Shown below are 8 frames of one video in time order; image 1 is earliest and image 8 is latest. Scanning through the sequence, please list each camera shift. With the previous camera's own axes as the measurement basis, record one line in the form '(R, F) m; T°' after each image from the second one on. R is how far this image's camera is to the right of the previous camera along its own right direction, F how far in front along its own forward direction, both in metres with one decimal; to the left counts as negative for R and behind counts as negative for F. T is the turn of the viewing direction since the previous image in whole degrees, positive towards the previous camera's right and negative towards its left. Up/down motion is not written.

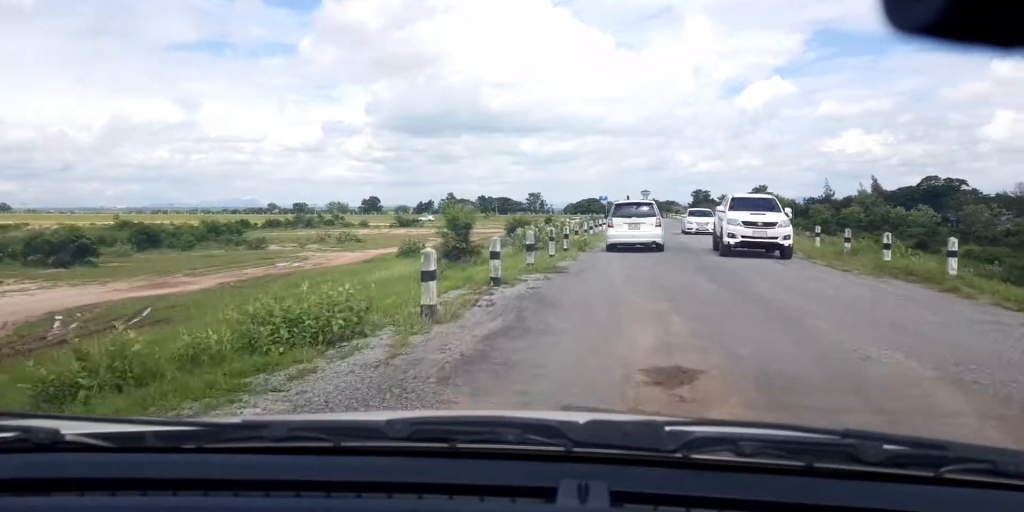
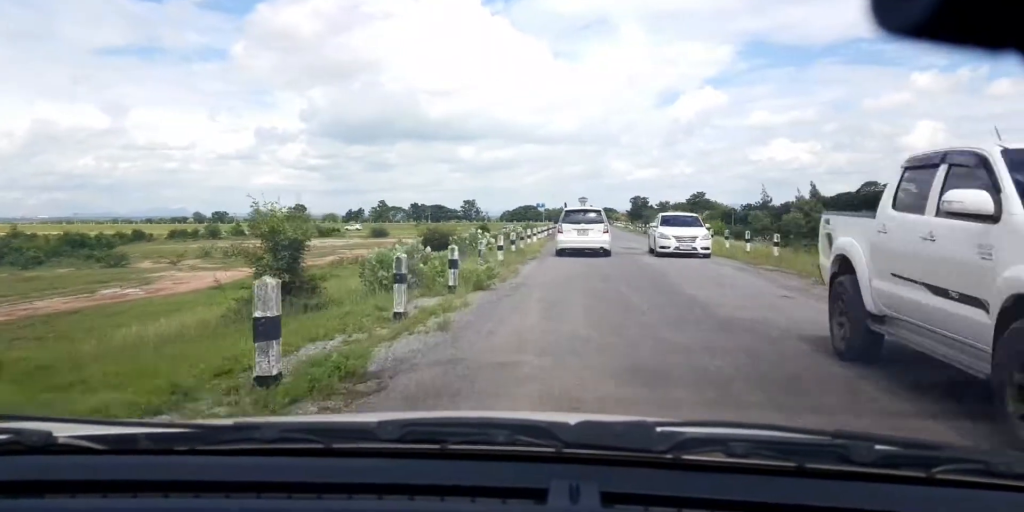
(+0.7, +11.7) m; +3°
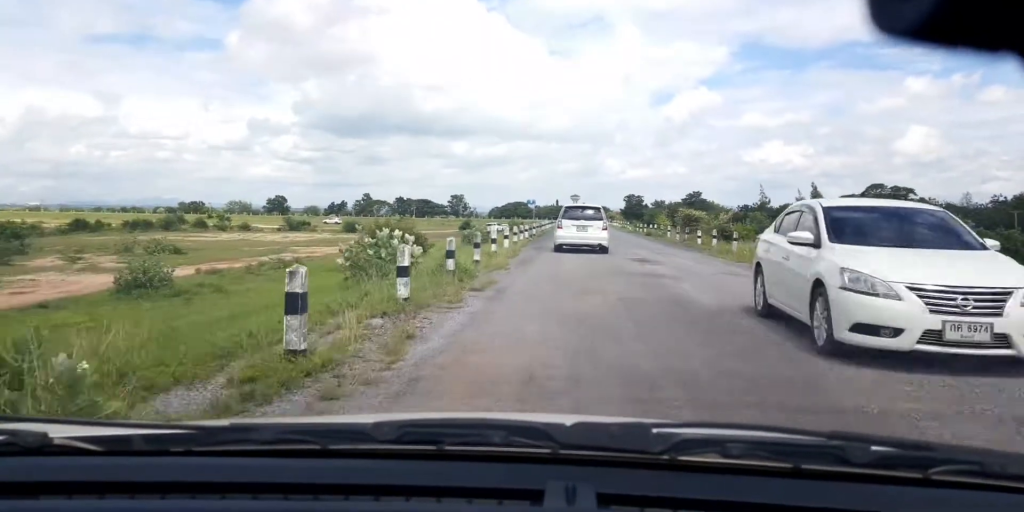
(-0.3, +11.3) m; +1°
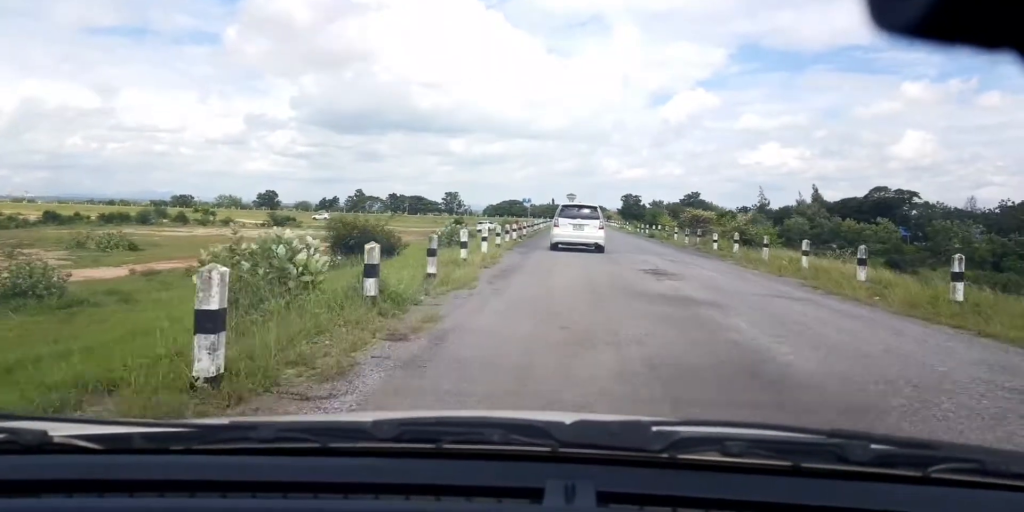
(+0.2, +5.0) m; +3°
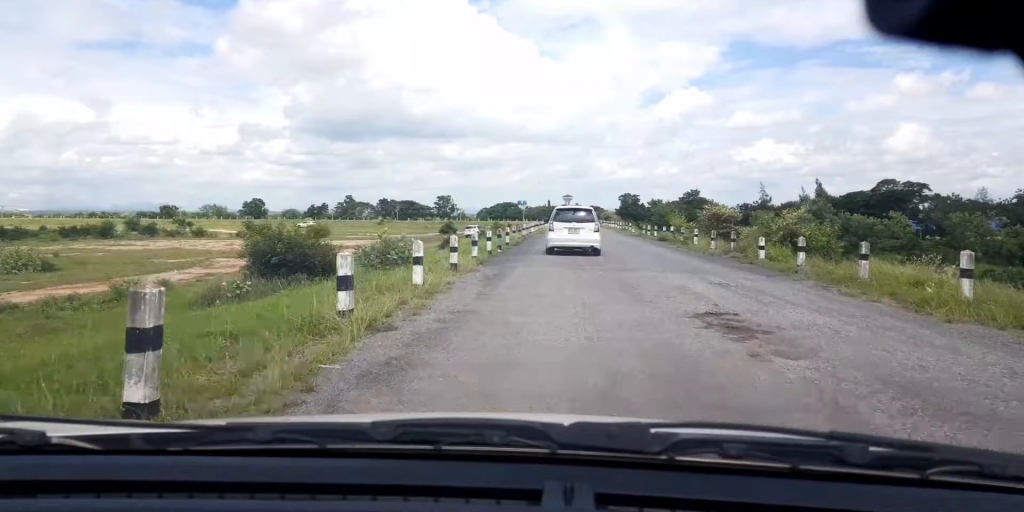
(0.0, +8.0) m; 0°
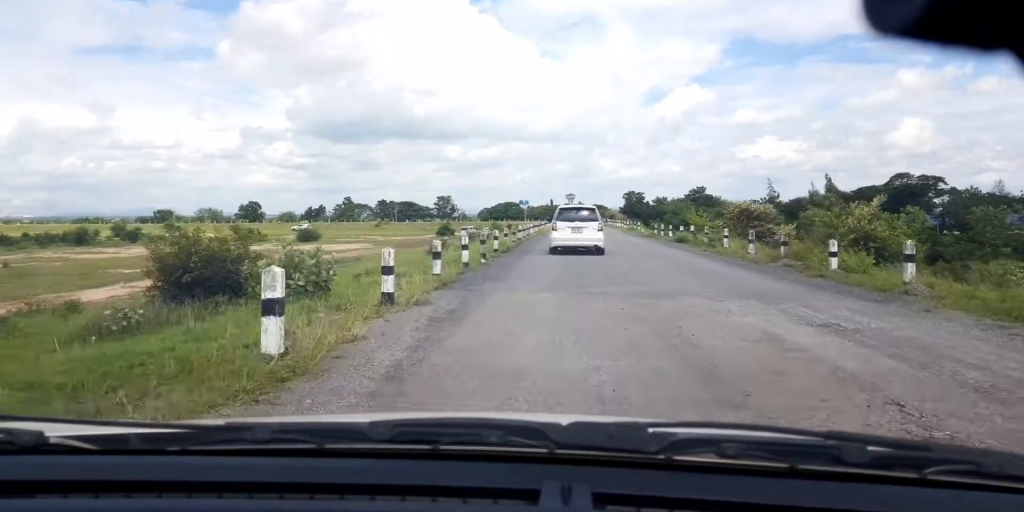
(0.0, +6.0) m; 0°
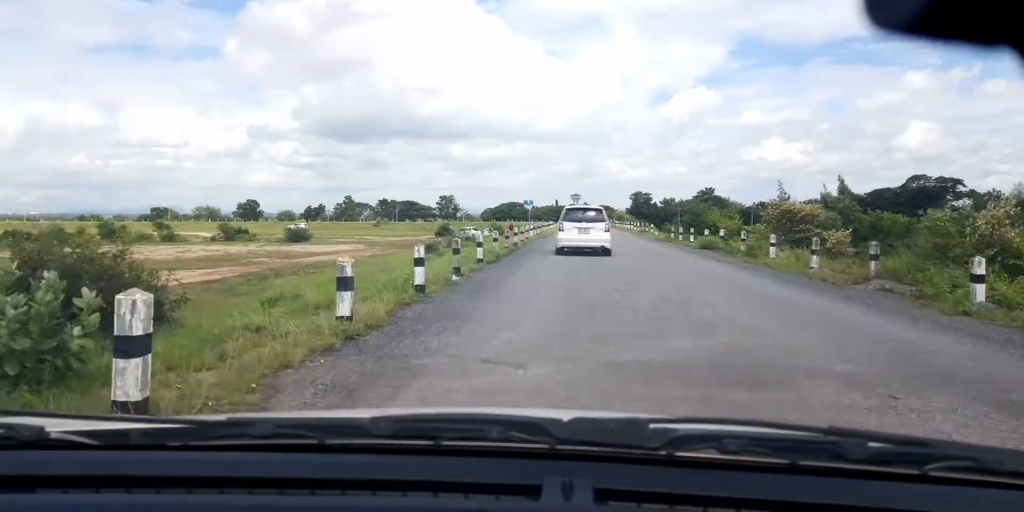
(0.0, +6.0) m; 0°
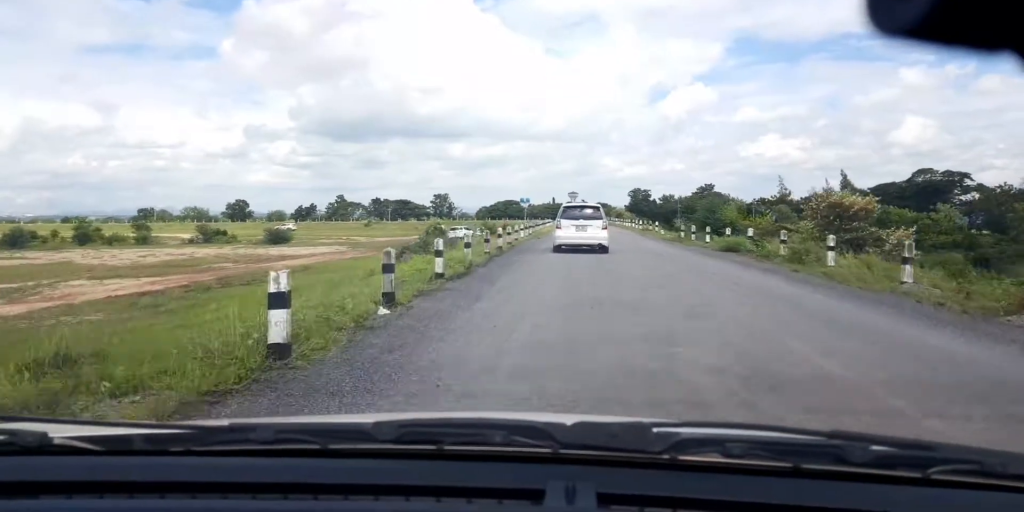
(0.0, +5.7) m; -1°
